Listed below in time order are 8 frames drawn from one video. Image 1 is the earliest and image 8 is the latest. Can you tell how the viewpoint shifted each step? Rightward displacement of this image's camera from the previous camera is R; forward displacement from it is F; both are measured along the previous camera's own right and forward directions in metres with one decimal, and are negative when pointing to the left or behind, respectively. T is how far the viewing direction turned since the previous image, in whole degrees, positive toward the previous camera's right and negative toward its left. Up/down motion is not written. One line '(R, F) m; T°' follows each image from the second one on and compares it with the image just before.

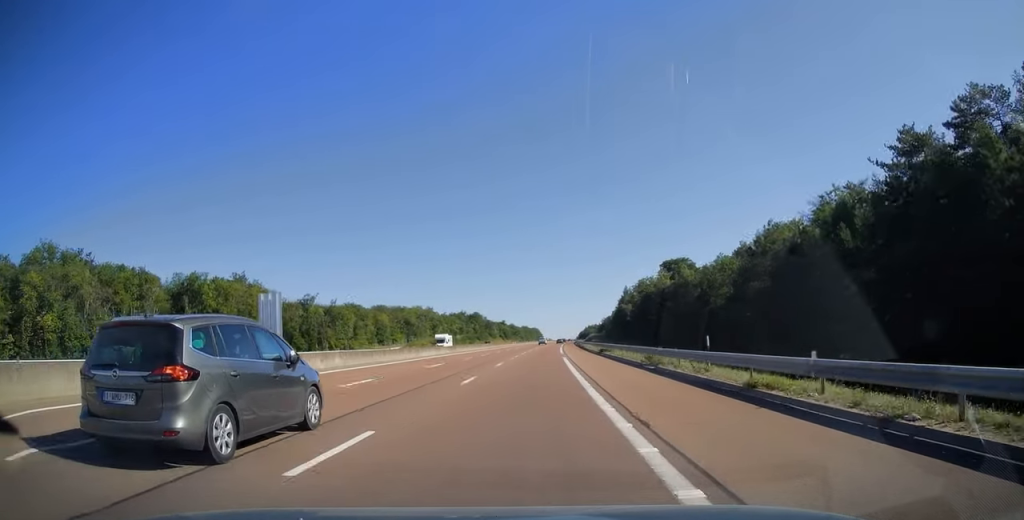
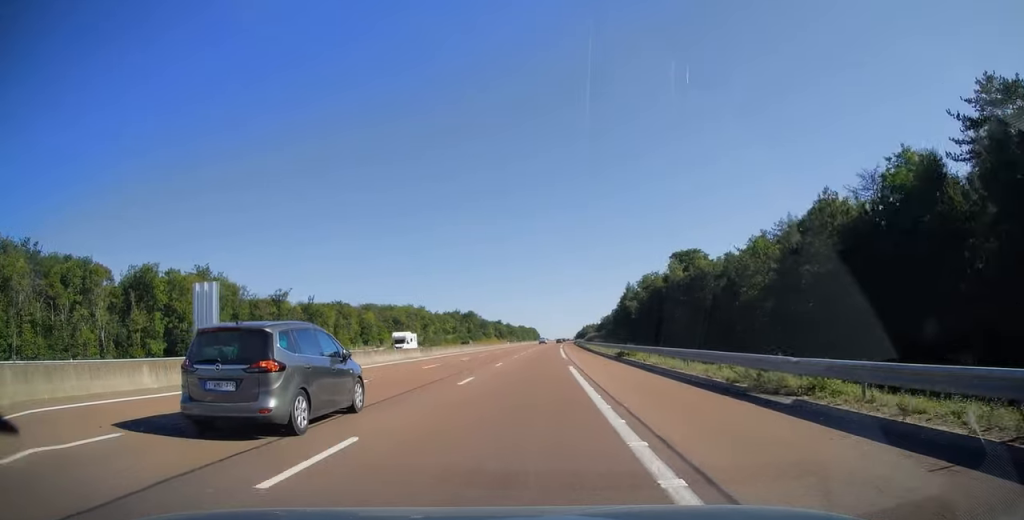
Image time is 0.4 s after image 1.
(0.0, +13.5) m; 0°
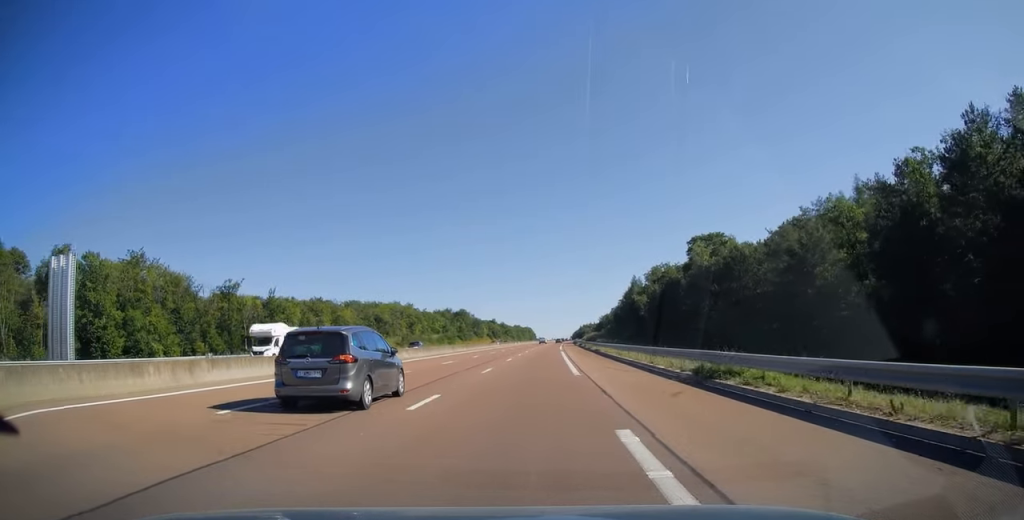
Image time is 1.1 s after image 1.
(+0.1, +19.6) m; 0°
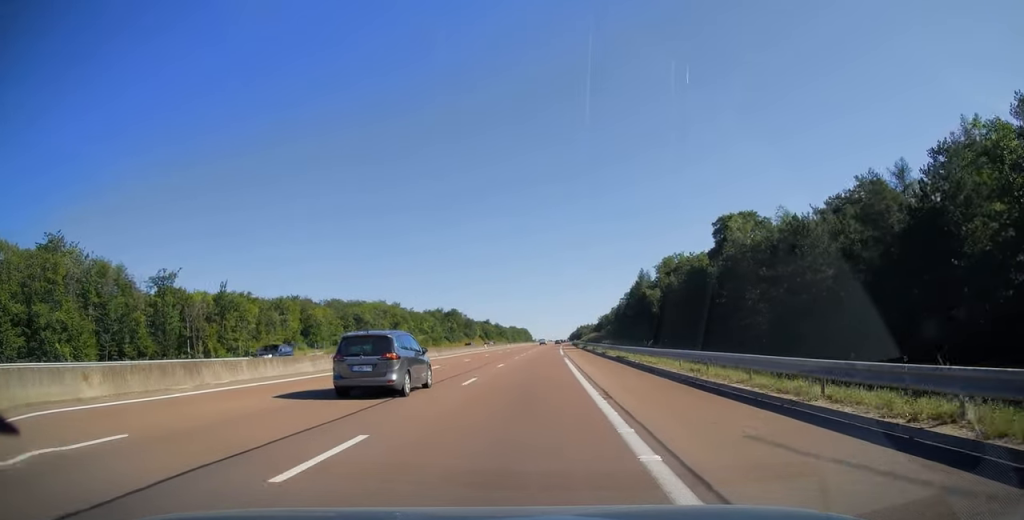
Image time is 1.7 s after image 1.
(+0.1, +19.1) m; 0°
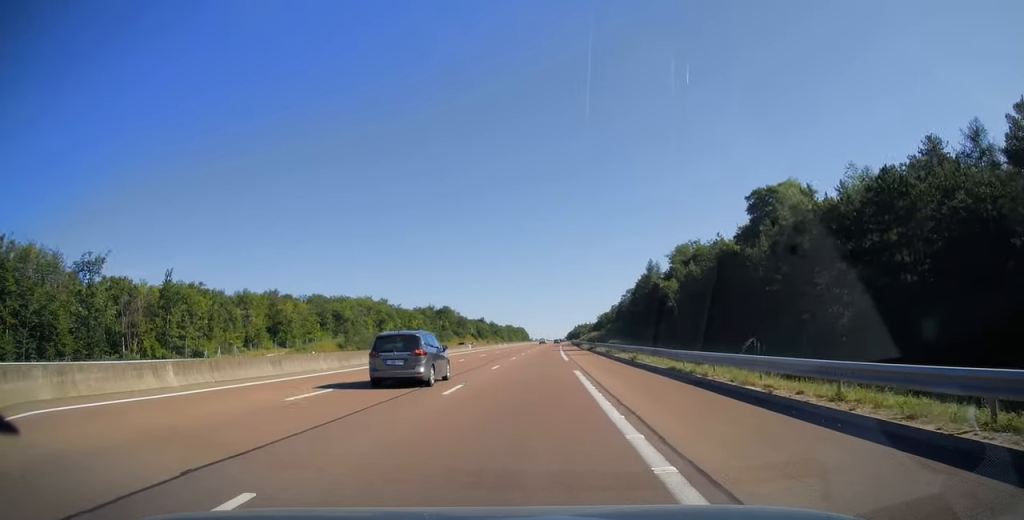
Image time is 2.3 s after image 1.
(0.0, +16.6) m; 0°
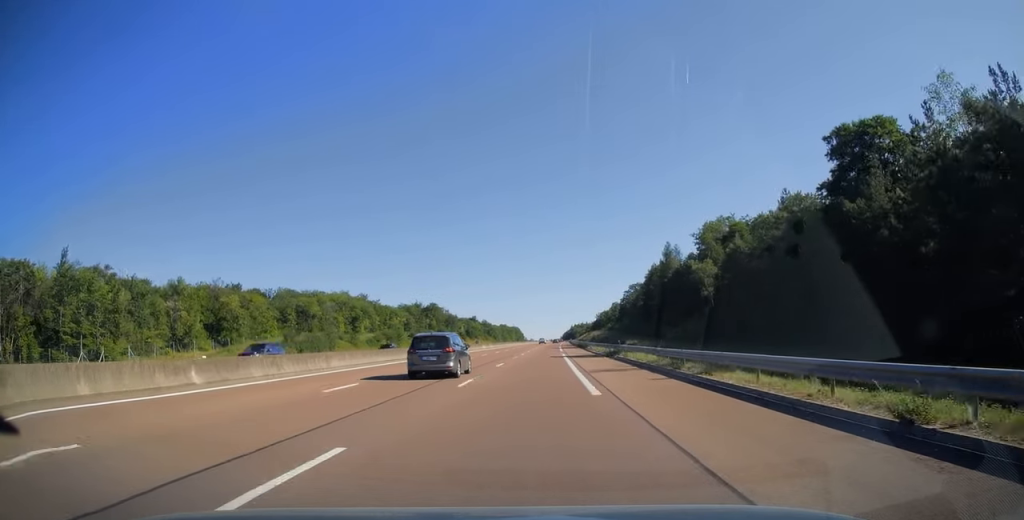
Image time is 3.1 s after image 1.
(0.0, +23.7) m; 0°
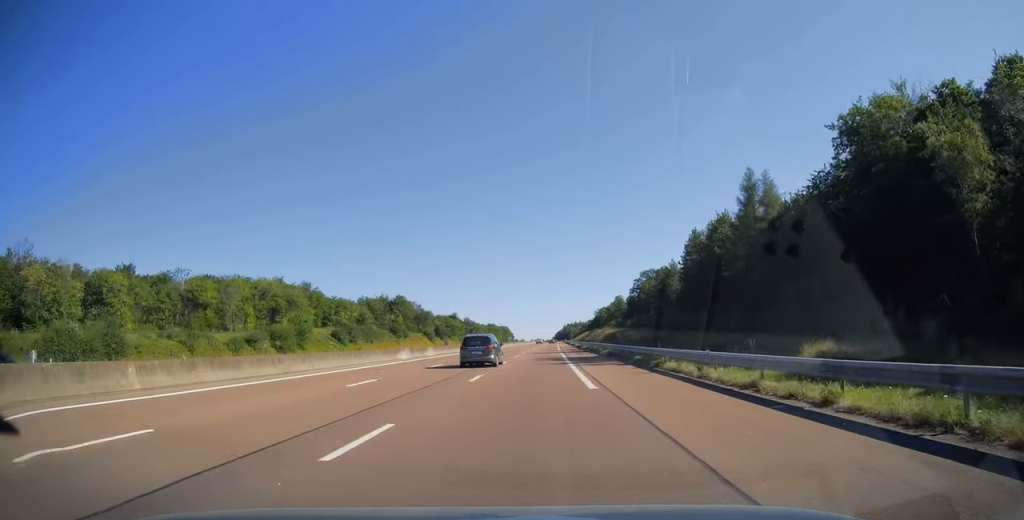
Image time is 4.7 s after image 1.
(+0.4, +49.8) m; +1°
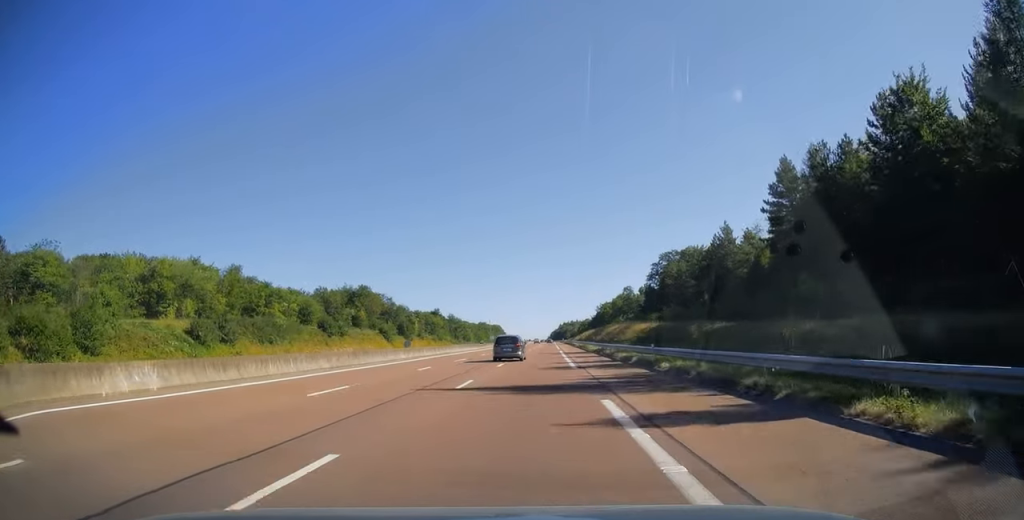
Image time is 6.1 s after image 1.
(+0.2, +41.7) m; 0°
